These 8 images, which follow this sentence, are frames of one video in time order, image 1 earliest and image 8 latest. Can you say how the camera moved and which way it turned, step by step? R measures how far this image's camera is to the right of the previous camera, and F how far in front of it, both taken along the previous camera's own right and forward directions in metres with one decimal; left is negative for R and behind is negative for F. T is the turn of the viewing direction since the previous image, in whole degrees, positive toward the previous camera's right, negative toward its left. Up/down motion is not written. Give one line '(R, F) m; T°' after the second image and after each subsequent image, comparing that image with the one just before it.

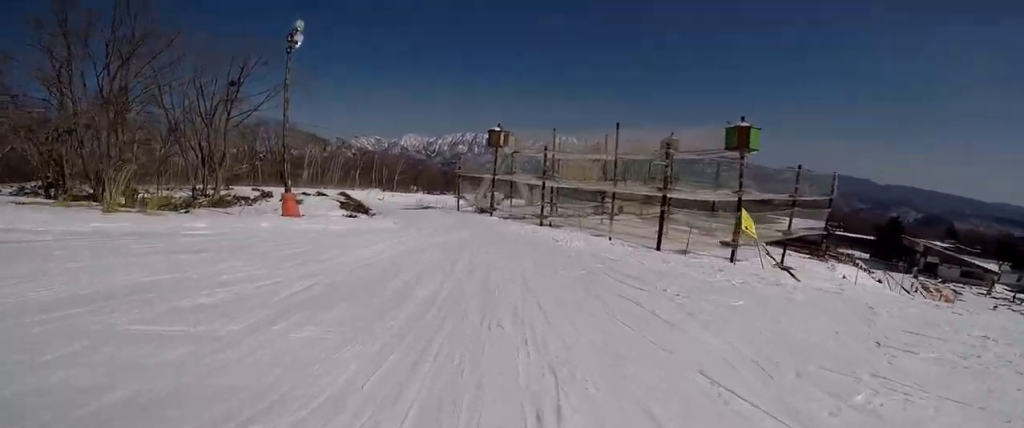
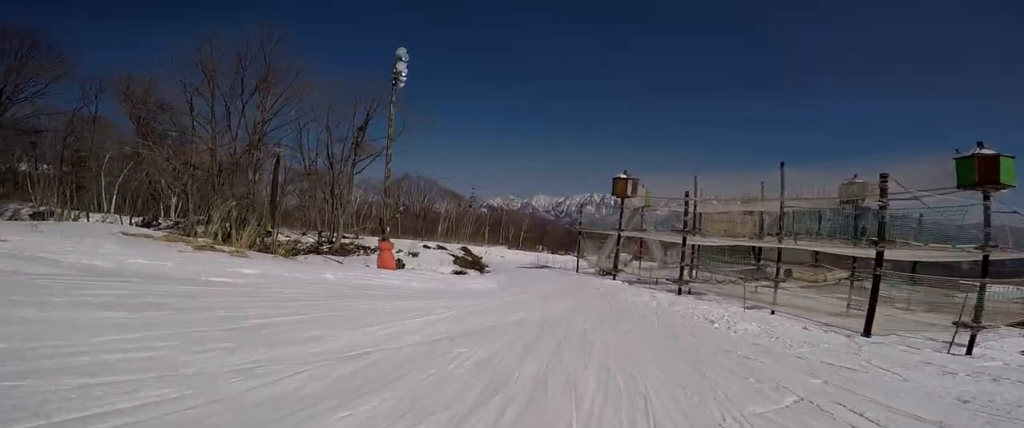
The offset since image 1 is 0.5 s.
(-0.1, +4.7) m; -5°
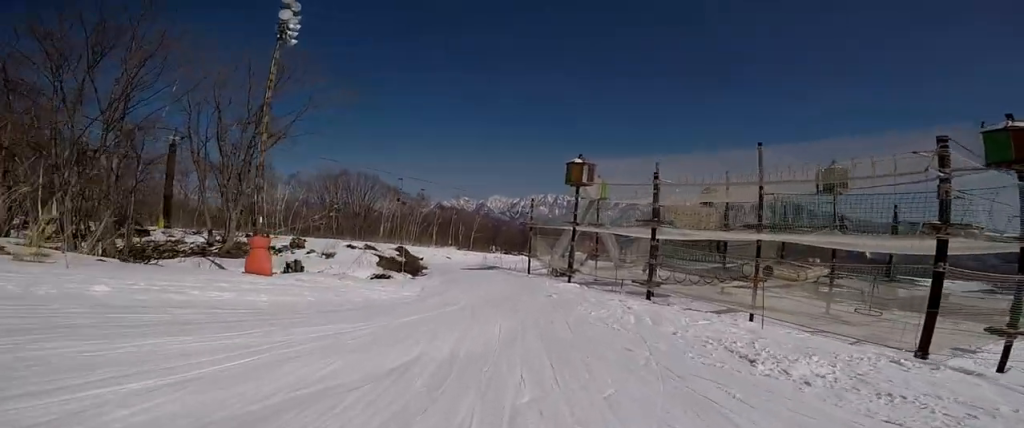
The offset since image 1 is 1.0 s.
(+0.2, +5.1) m; -5°
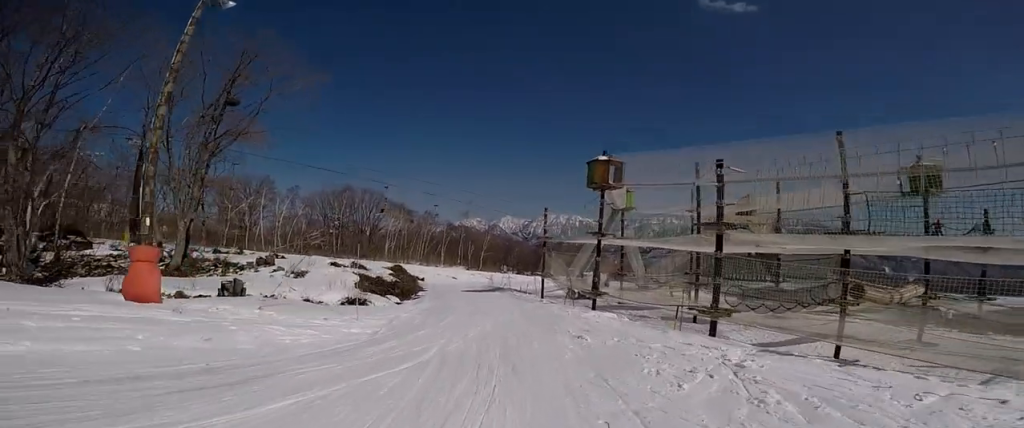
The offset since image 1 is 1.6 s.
(-0.7, +5.3) m; -6°
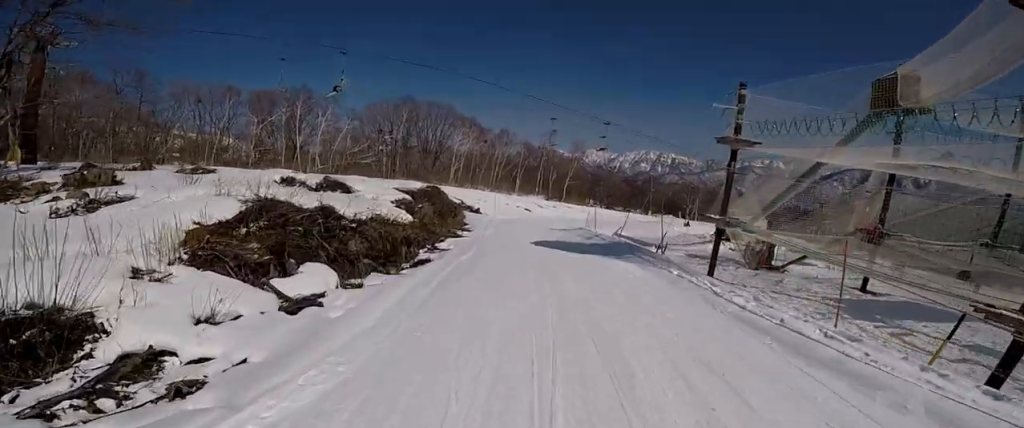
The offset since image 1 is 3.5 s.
(-1.9, +16.8) m; -7°
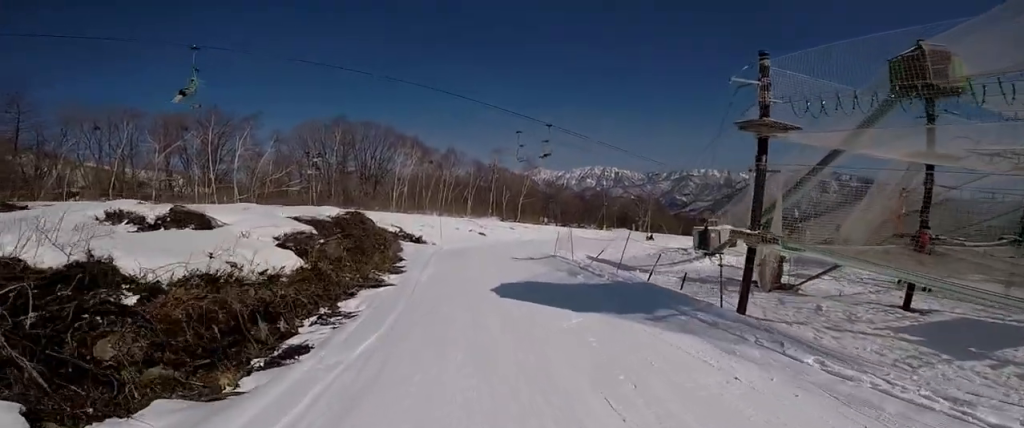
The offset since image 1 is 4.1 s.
(-0.1, +5.0) m; +1°
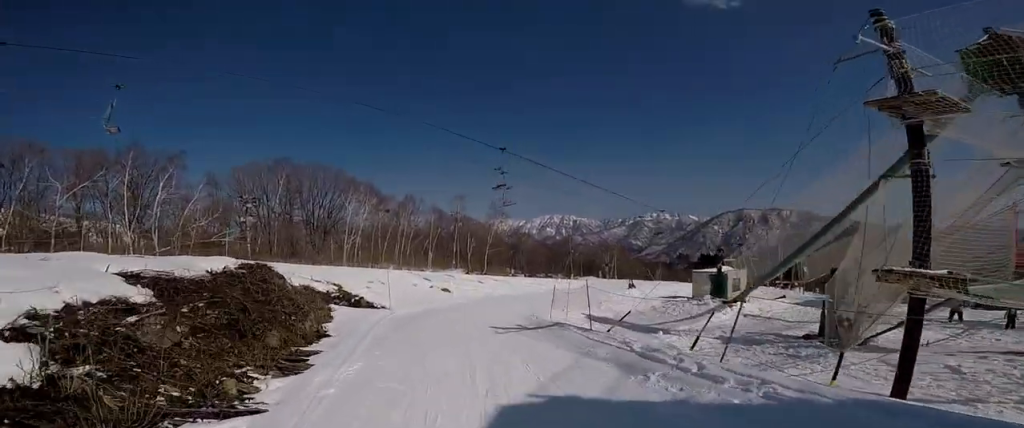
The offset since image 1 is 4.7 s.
(+0.2, +5.5) m; +6°
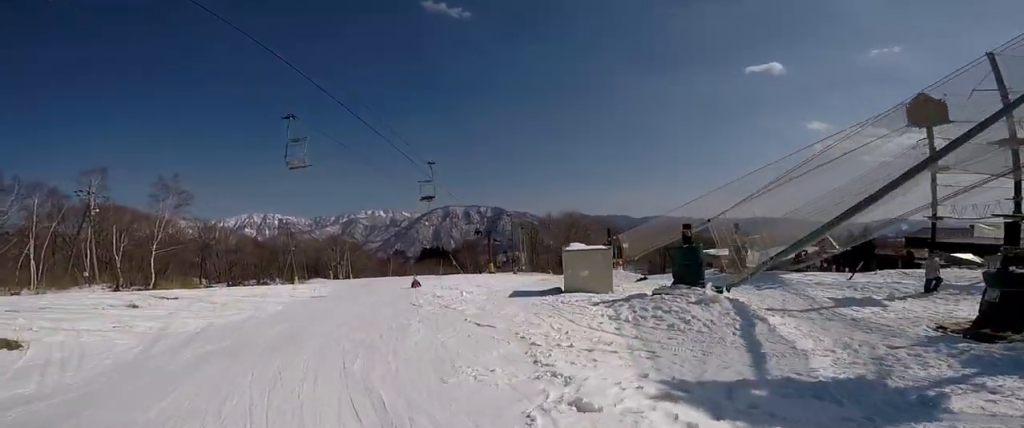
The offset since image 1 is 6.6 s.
(+2.2, +14.3) m; +18°
